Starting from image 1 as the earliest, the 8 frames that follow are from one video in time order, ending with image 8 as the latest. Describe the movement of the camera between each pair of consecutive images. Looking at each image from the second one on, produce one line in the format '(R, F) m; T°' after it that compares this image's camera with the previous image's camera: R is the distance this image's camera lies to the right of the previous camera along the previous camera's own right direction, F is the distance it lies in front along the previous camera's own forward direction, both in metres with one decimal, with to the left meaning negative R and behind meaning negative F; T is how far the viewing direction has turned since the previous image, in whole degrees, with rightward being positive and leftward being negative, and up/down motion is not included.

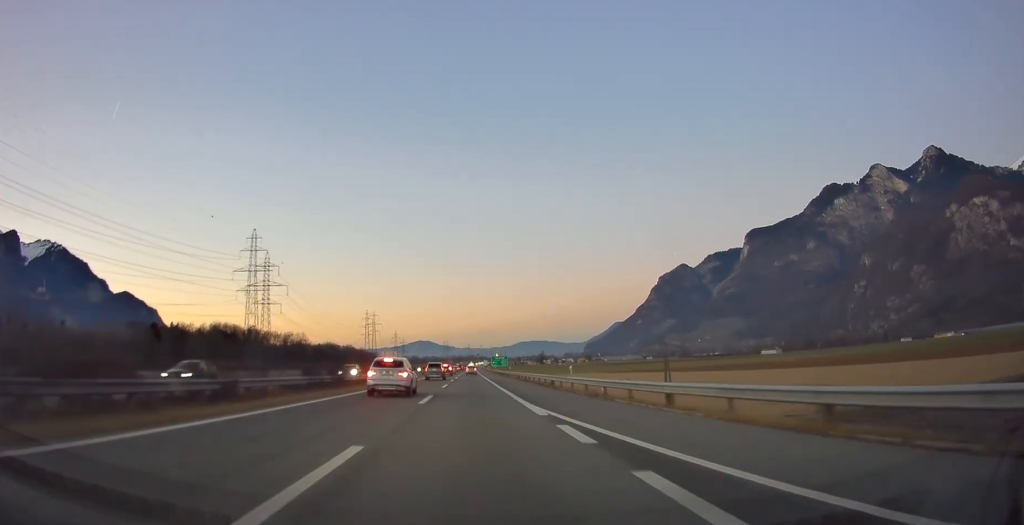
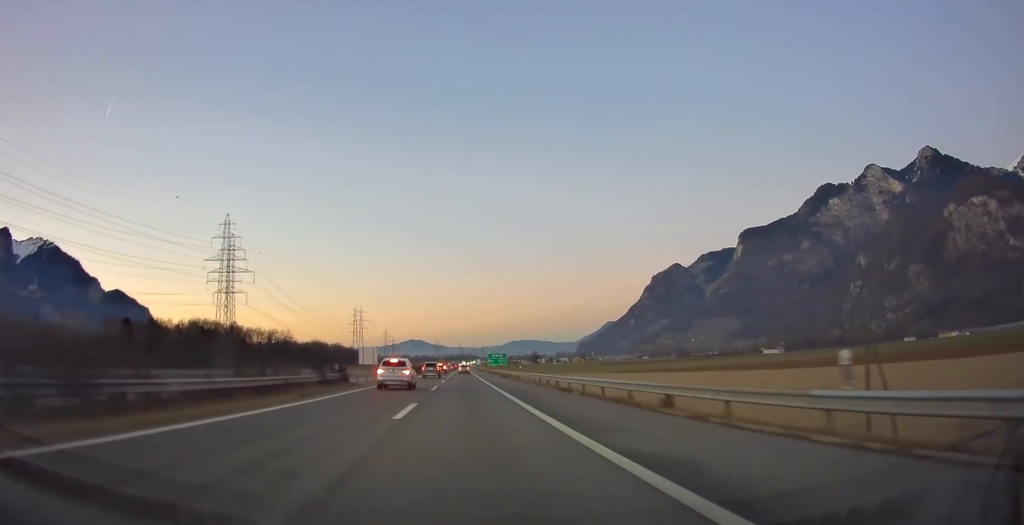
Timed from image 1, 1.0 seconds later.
(+0.1, +24.9) m; +1°
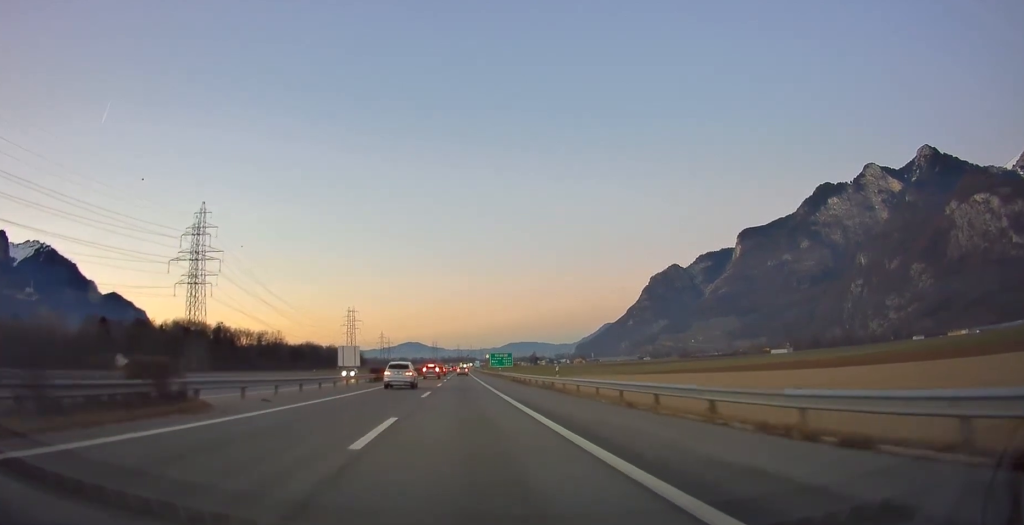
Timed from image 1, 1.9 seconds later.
(+0.1, +22.4) m; +1°
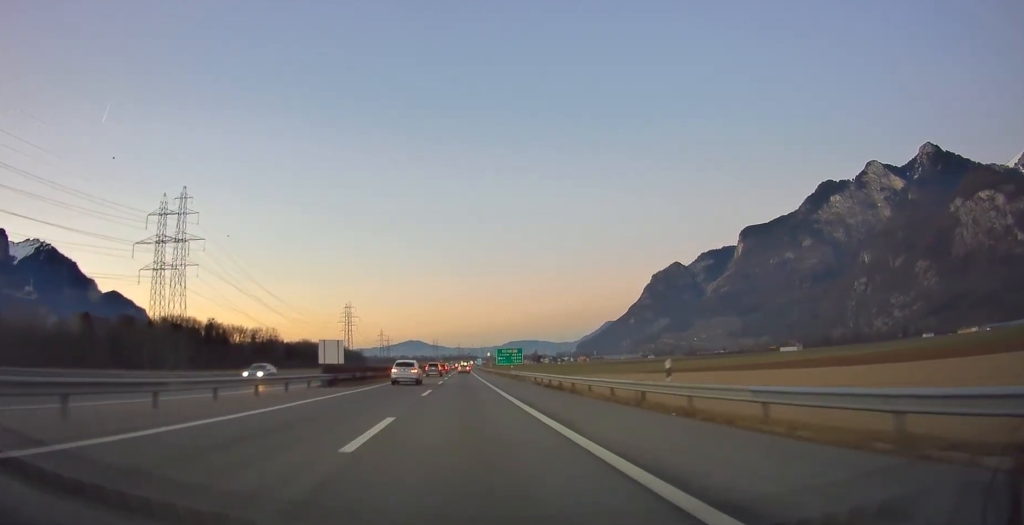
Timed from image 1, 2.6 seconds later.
(+0.1, +18.3) m; 0°
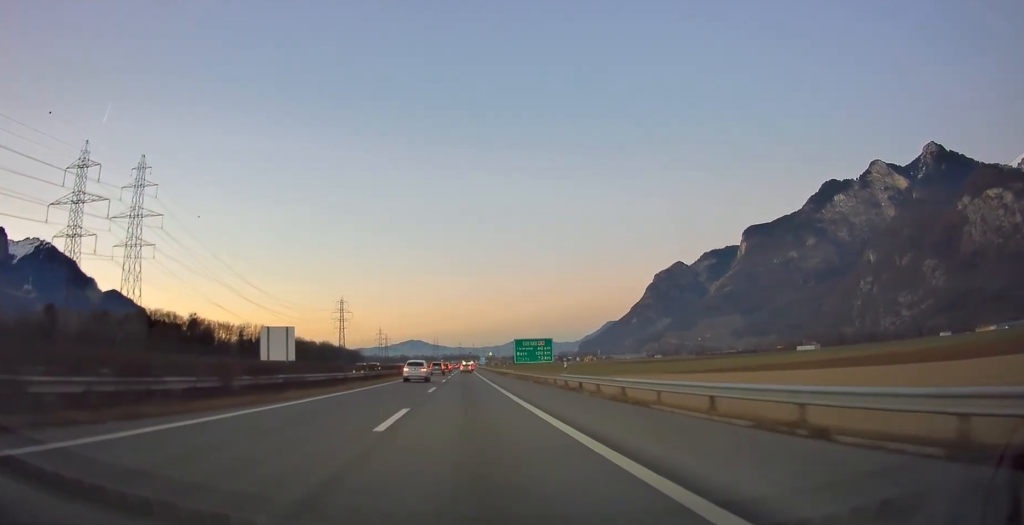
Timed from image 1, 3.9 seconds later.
(0.0, +32.4) m; 0°
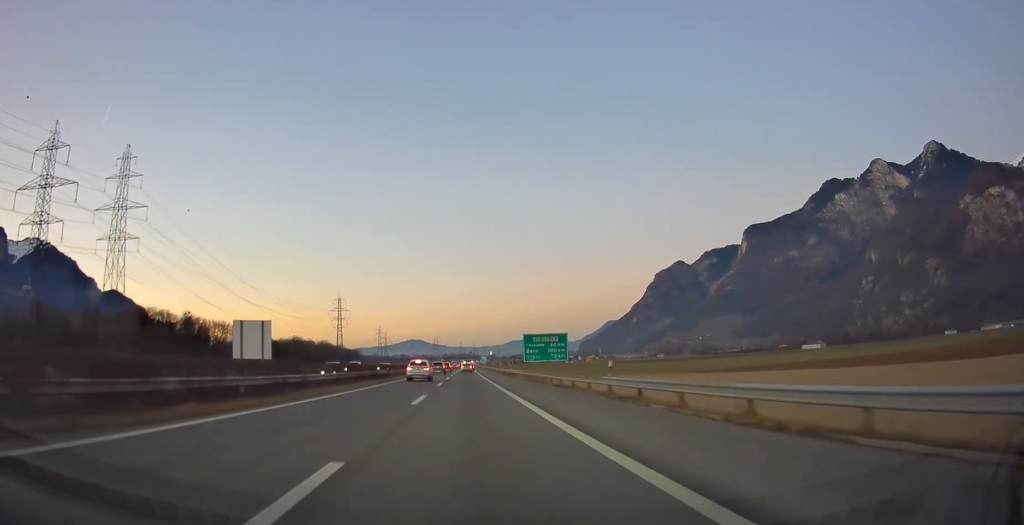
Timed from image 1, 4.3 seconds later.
(0.0, +10.4) m; 0°
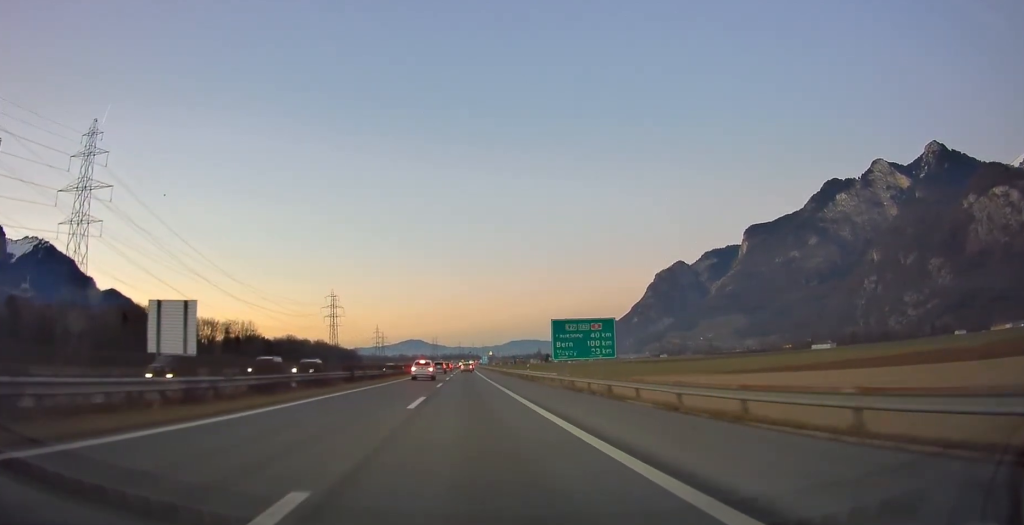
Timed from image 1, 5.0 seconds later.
(0.0, +19.2) m; 0°
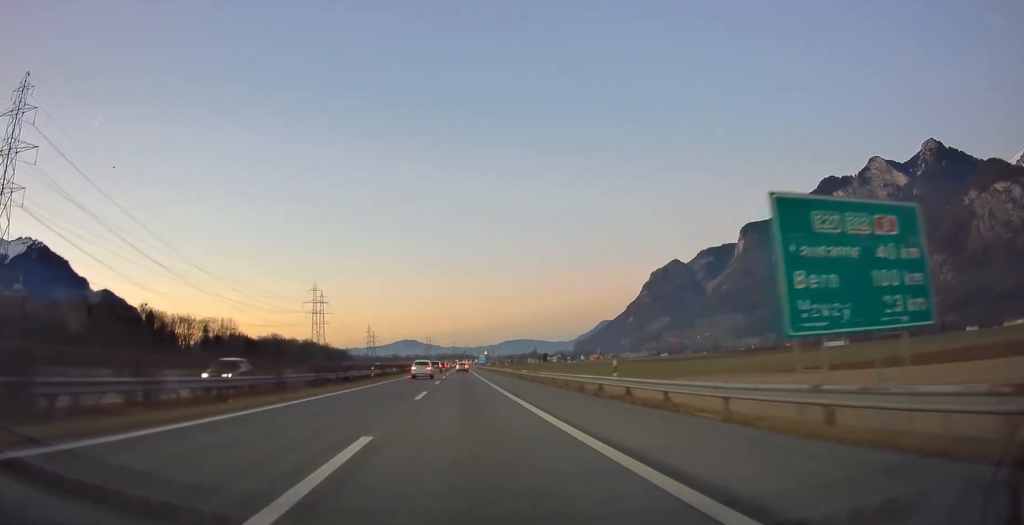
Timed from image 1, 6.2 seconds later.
(0.0, +31.5) m; 0°
